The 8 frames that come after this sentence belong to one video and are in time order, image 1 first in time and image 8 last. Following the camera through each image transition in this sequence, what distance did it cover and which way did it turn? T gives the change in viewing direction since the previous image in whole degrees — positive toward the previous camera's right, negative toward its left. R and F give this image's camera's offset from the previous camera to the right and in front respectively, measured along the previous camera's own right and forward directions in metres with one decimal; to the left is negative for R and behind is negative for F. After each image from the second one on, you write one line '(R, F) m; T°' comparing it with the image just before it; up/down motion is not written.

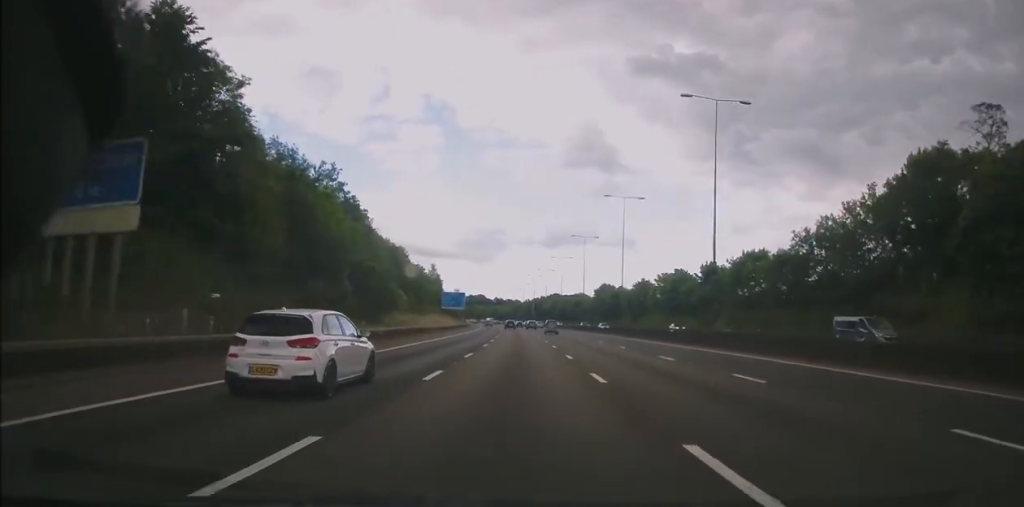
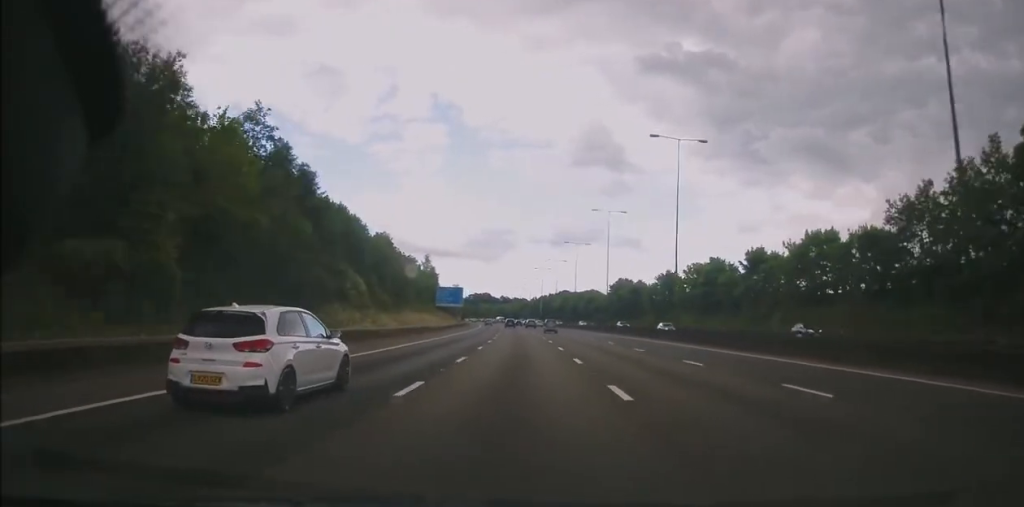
(-0.3, +21.8) m; -1°
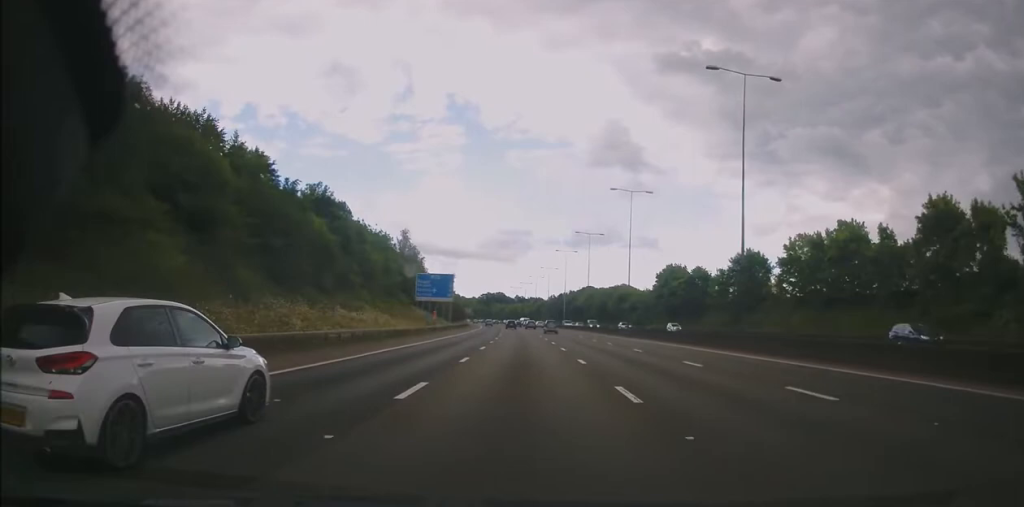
(-0.3, +44.3) m; -2°
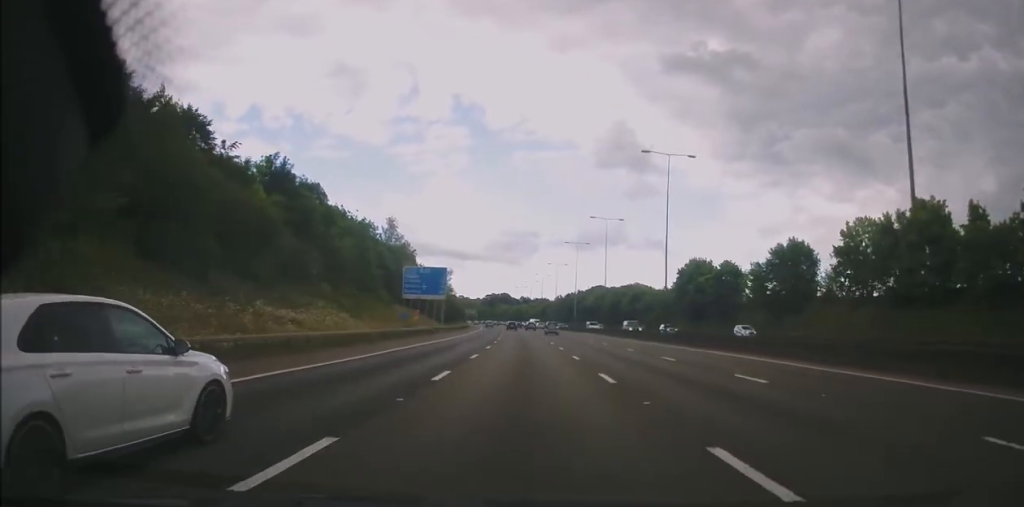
(-0.4, +14.8) m; 0°
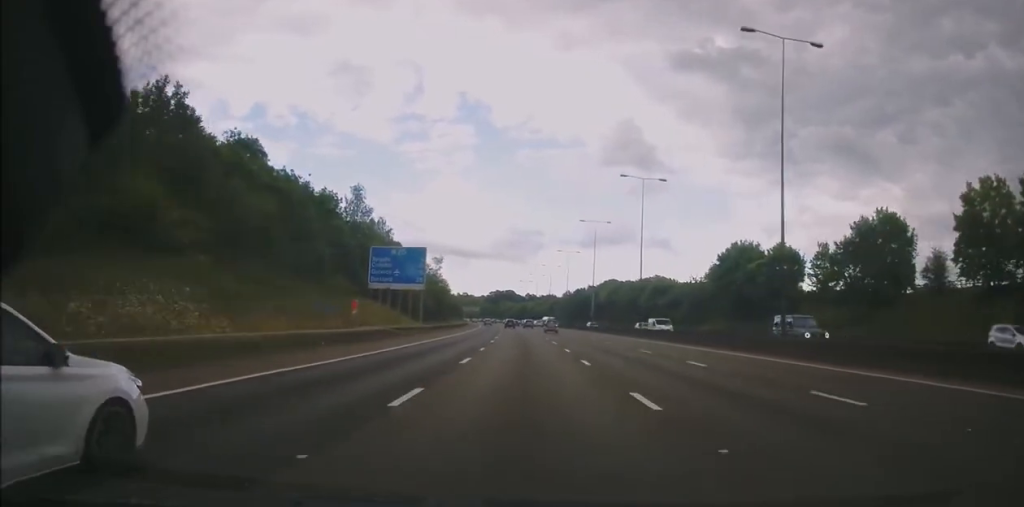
(-0.1, +21.7) m; 0°
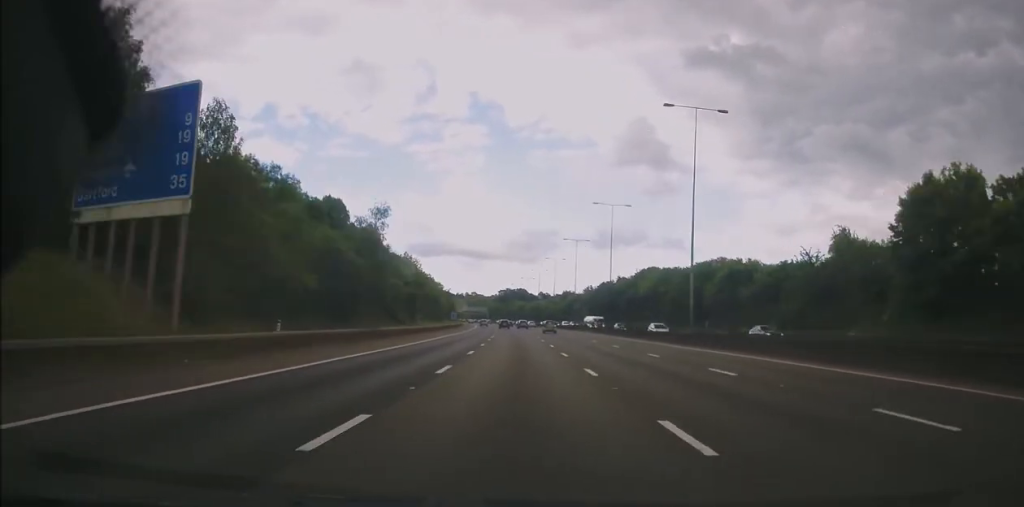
(-0.7, +48.7) m; -1°
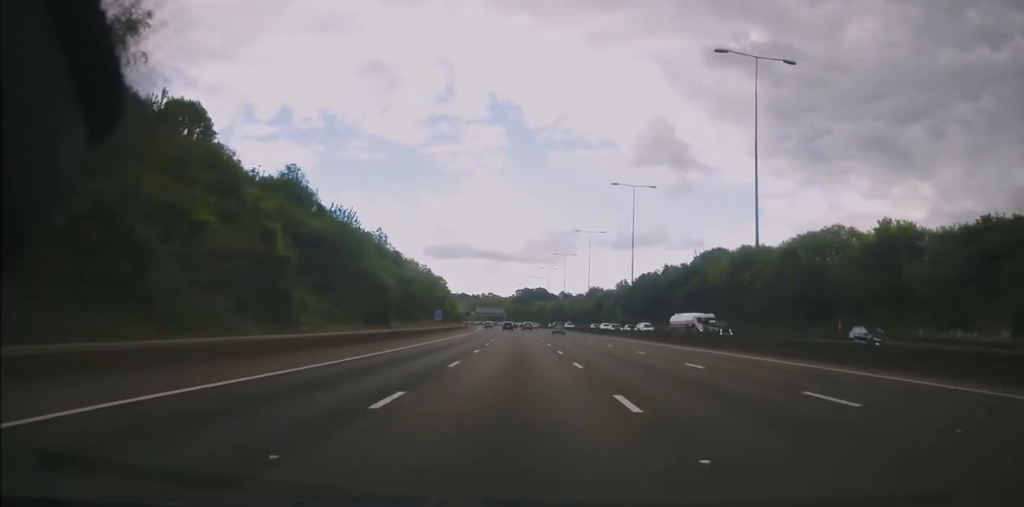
(+0.1, +41.4) m; -1°
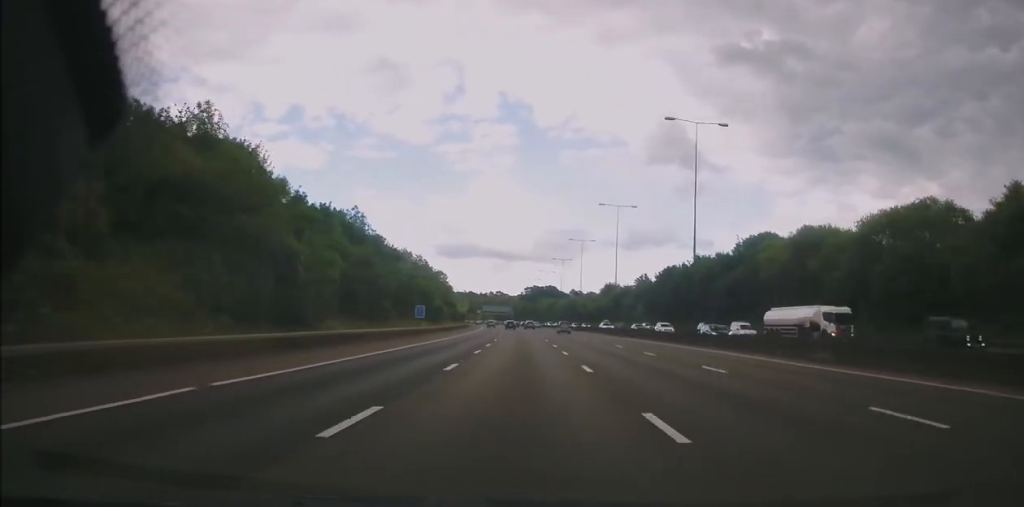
(-0.3, +19.6) m; -1°
